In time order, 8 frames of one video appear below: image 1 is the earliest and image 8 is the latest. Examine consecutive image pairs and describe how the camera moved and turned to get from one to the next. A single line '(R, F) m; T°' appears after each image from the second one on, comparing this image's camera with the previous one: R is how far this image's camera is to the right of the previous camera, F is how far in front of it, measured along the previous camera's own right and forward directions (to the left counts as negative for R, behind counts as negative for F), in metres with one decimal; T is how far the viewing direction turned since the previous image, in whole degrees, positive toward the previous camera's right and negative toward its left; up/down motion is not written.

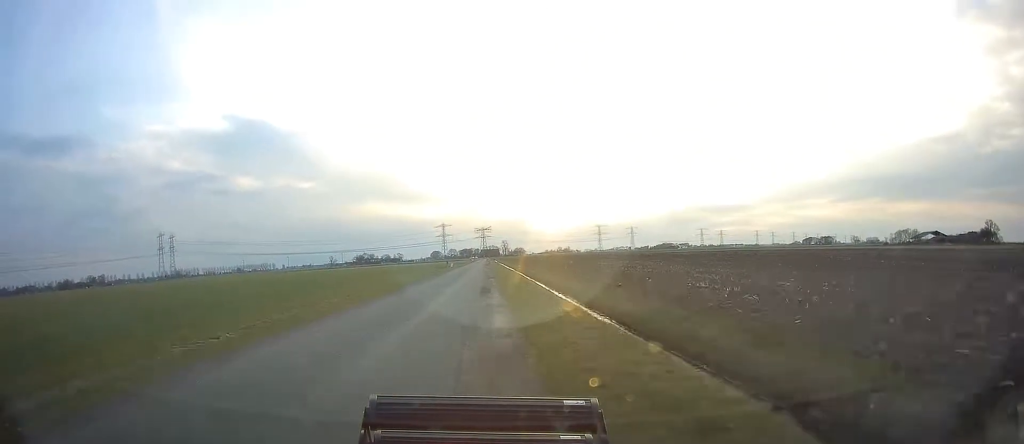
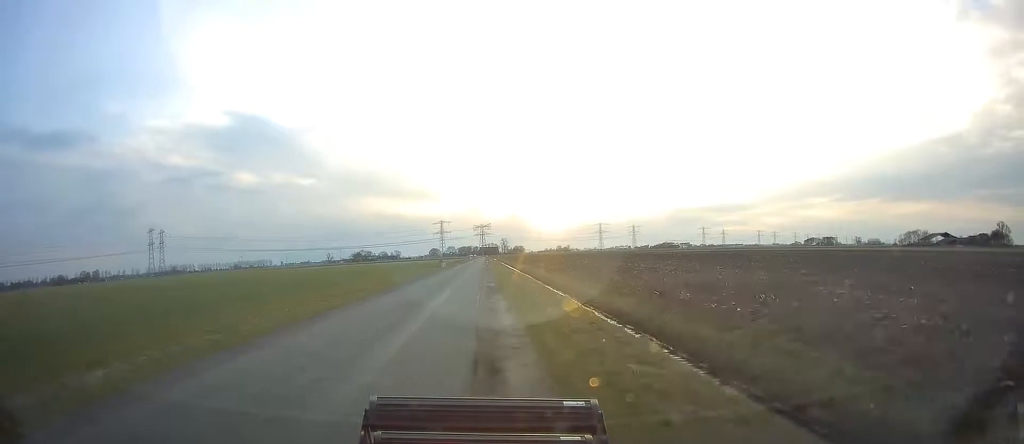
(+0.1, +15.5) m; -1°
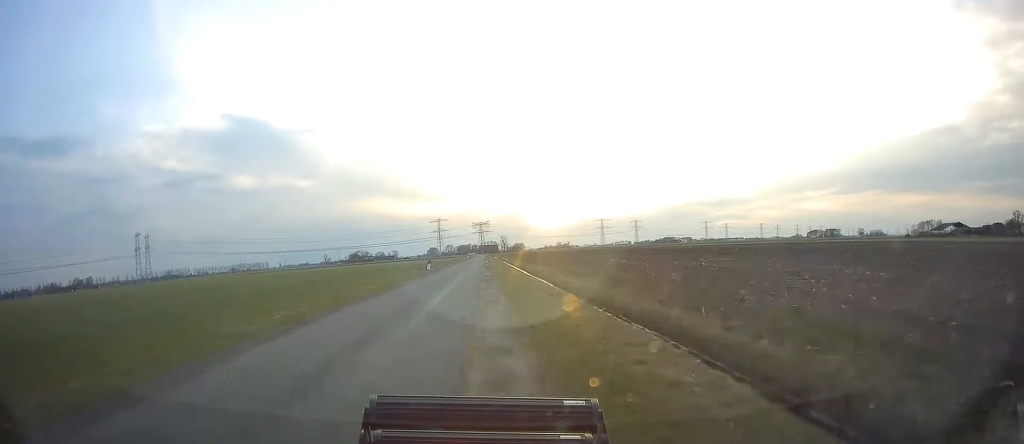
(-0.5, +21.0) m; -1°
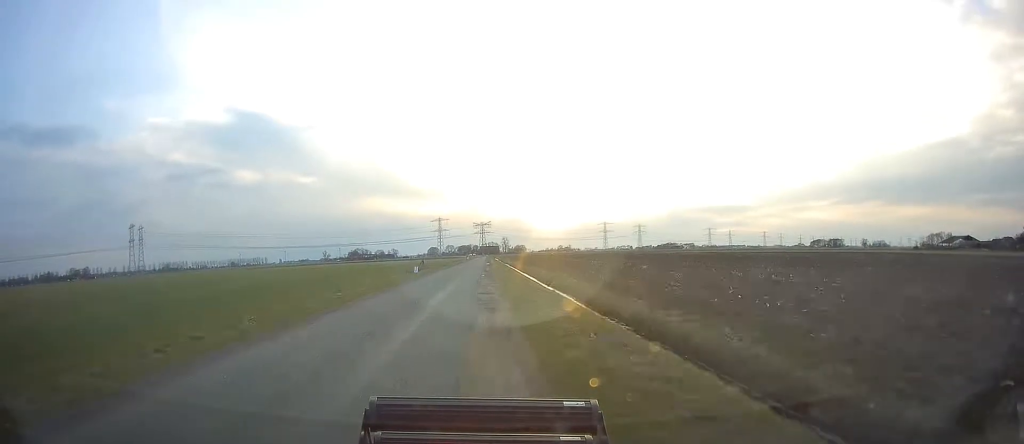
(+0.1, +11.9) m; +1°
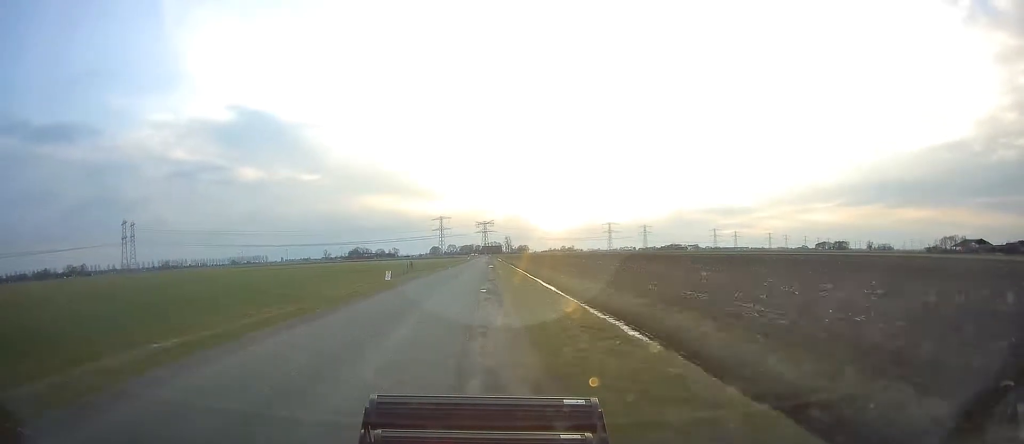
(+0.1, +14.6) m; 0°
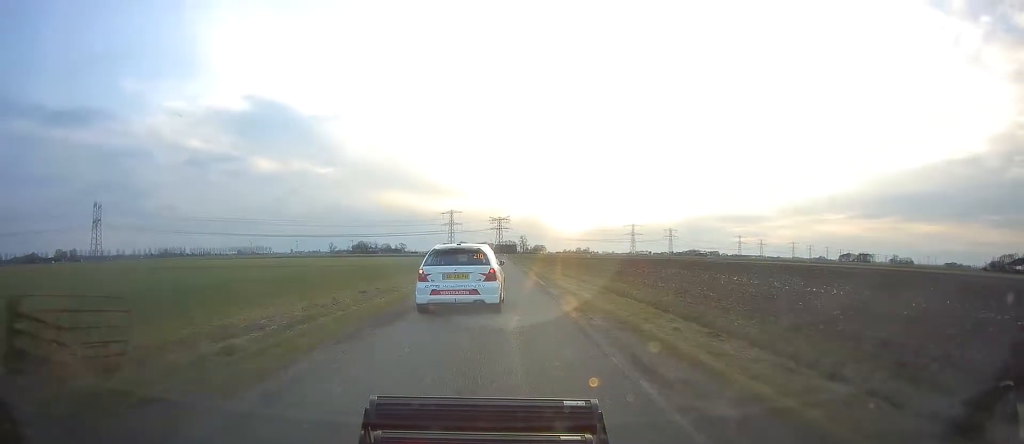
(-1.4, +59.8) m; -1°
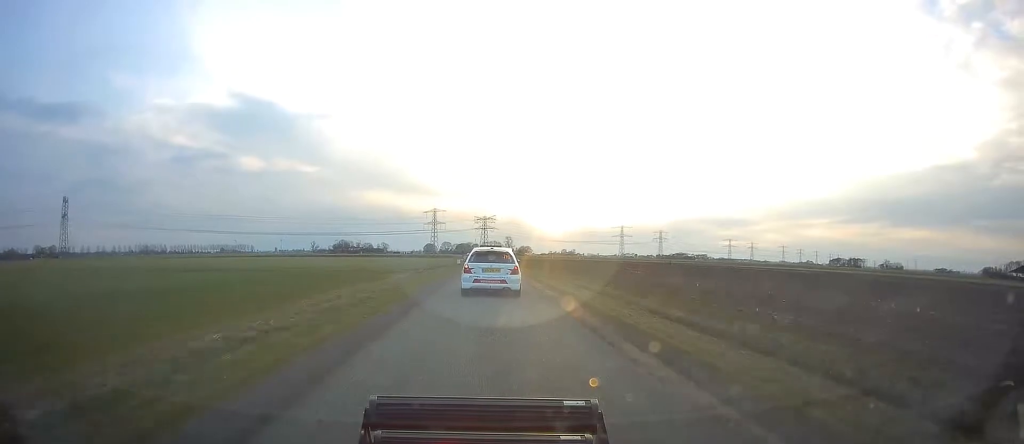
(+0.2, +23.2) m; +1°
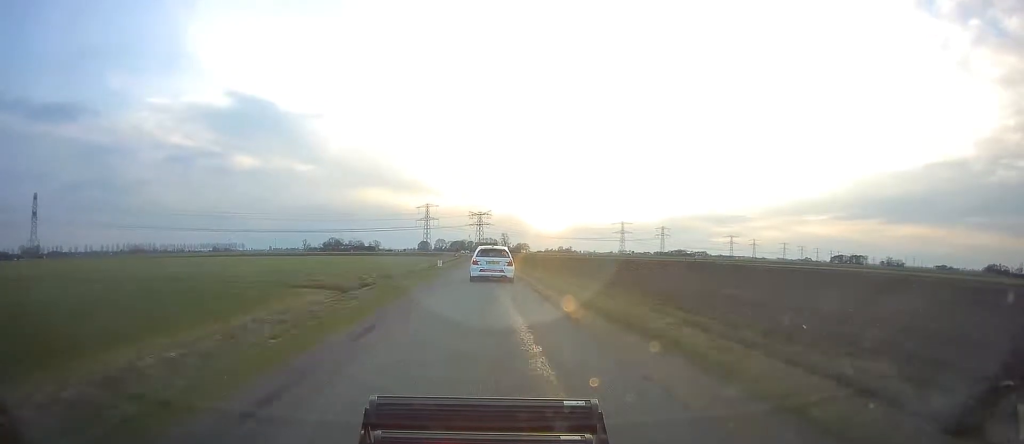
(+0.3, +28.5) m; 0°
